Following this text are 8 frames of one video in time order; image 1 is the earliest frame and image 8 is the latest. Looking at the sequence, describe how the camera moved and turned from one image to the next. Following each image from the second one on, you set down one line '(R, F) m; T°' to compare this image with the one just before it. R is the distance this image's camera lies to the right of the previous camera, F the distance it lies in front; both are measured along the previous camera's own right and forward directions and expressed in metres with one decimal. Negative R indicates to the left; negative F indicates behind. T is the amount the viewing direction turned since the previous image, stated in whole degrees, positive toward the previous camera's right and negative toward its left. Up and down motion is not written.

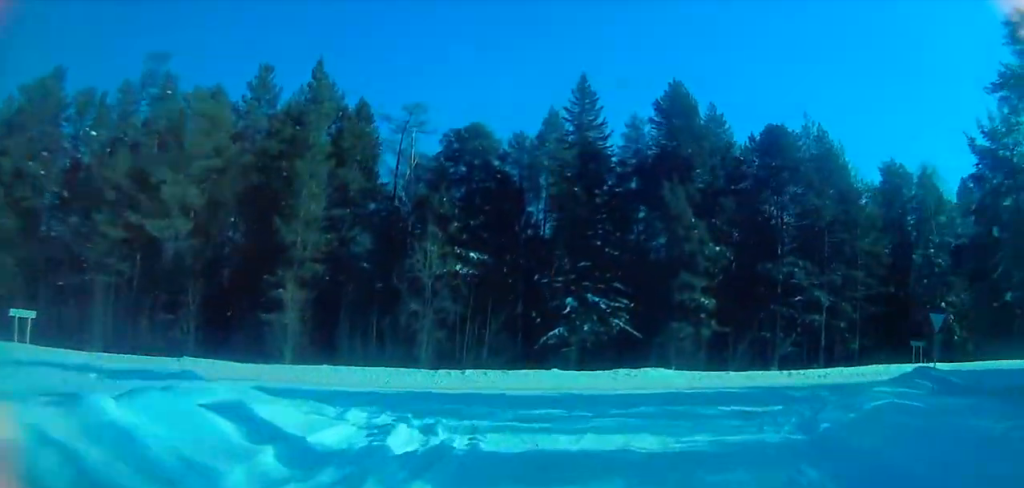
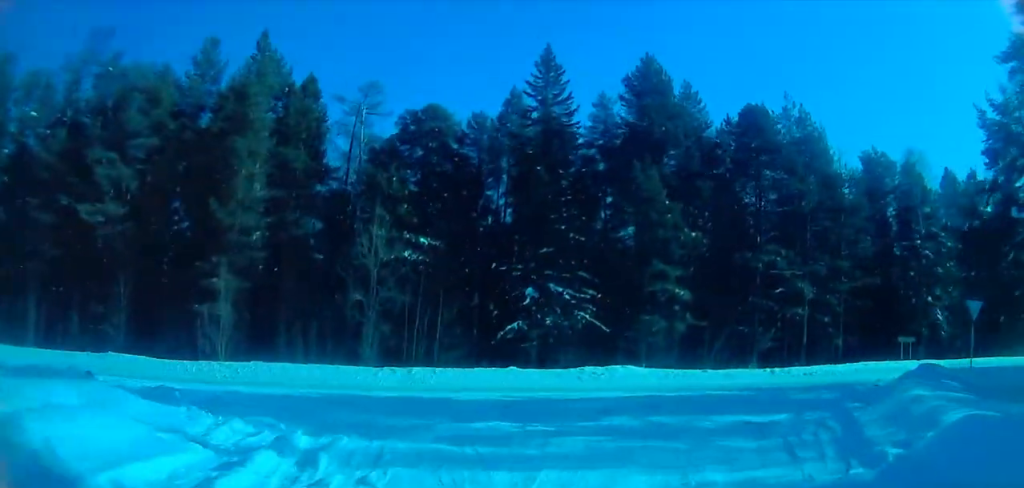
(-0.2, +4.3) m; +4°
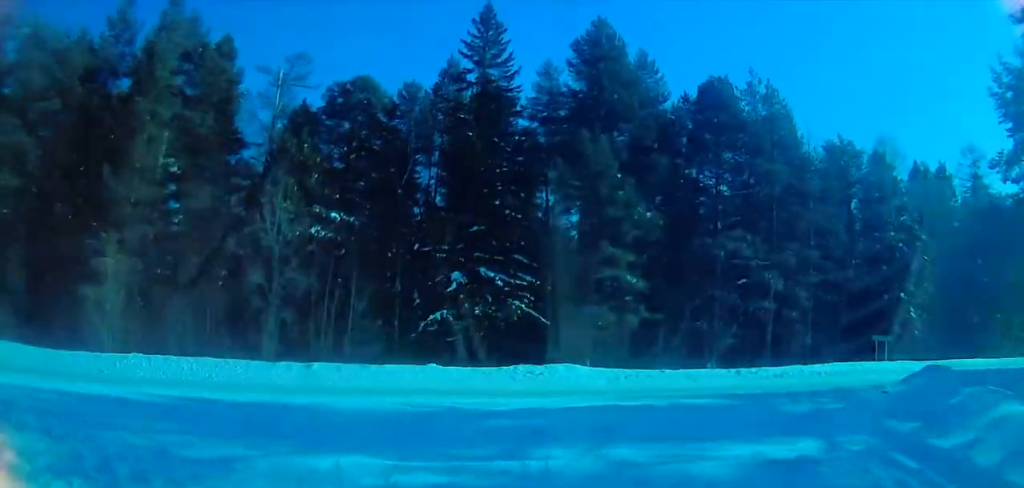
(+0.8, +5.8) m; +3°
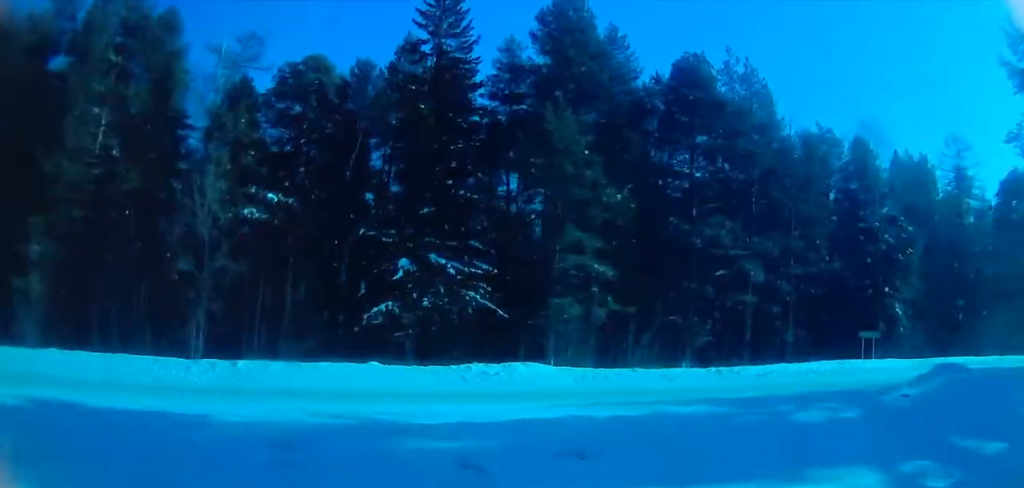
(+0.2, +3.9) m; +2°
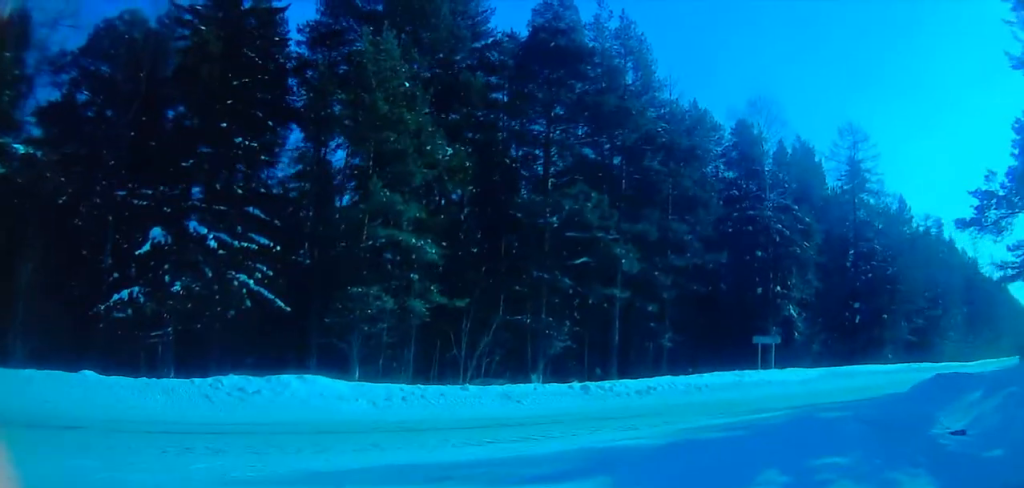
(+0.1, +9.8) m; +10°
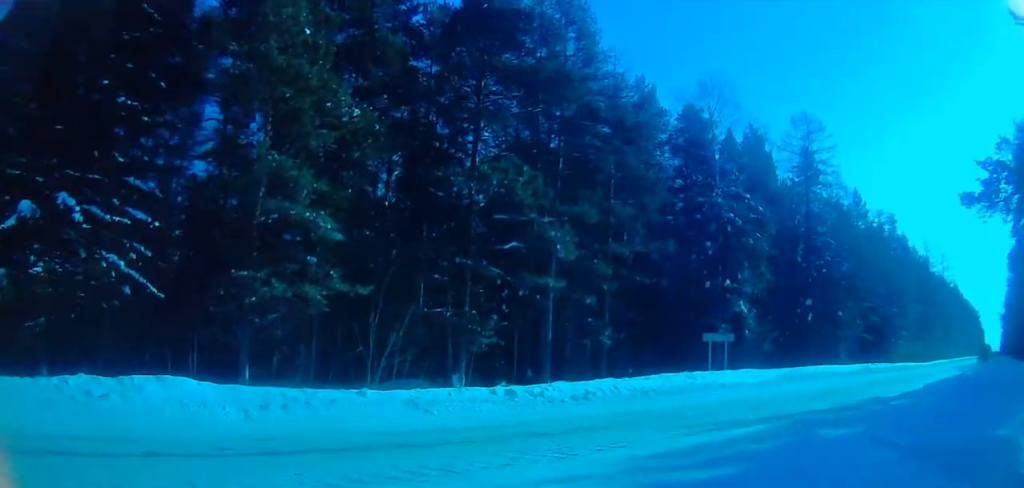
(+0.3, +4.5) m; +10°
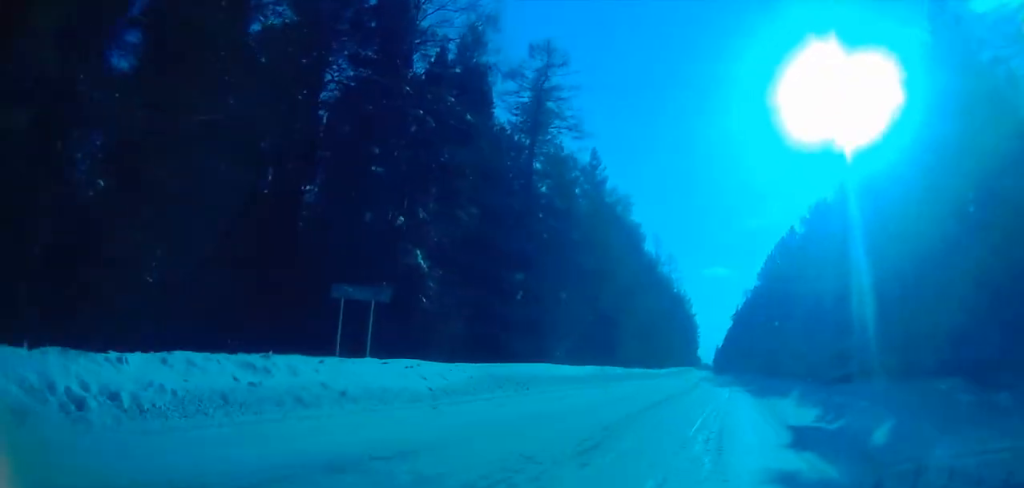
(+3.9, +16.8) m; +24°
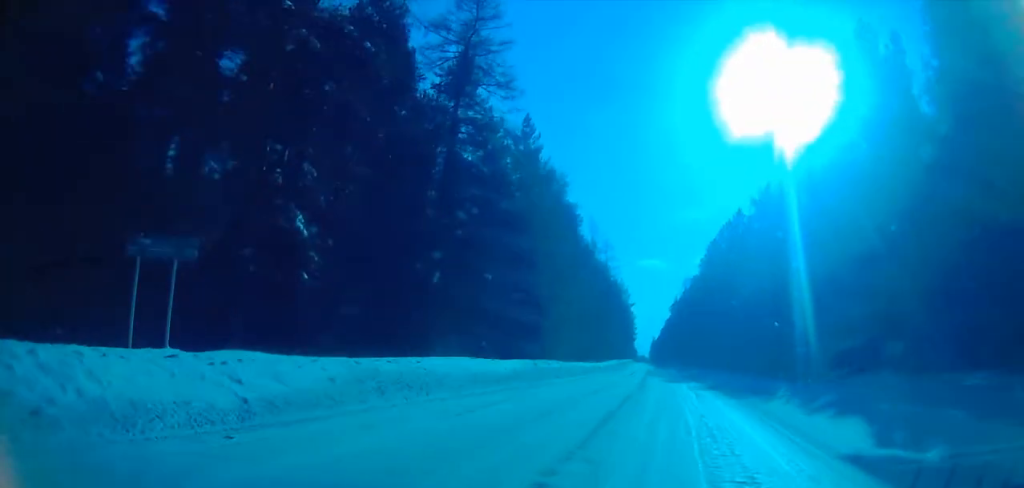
(+0.7, +6.8) m; +4°
